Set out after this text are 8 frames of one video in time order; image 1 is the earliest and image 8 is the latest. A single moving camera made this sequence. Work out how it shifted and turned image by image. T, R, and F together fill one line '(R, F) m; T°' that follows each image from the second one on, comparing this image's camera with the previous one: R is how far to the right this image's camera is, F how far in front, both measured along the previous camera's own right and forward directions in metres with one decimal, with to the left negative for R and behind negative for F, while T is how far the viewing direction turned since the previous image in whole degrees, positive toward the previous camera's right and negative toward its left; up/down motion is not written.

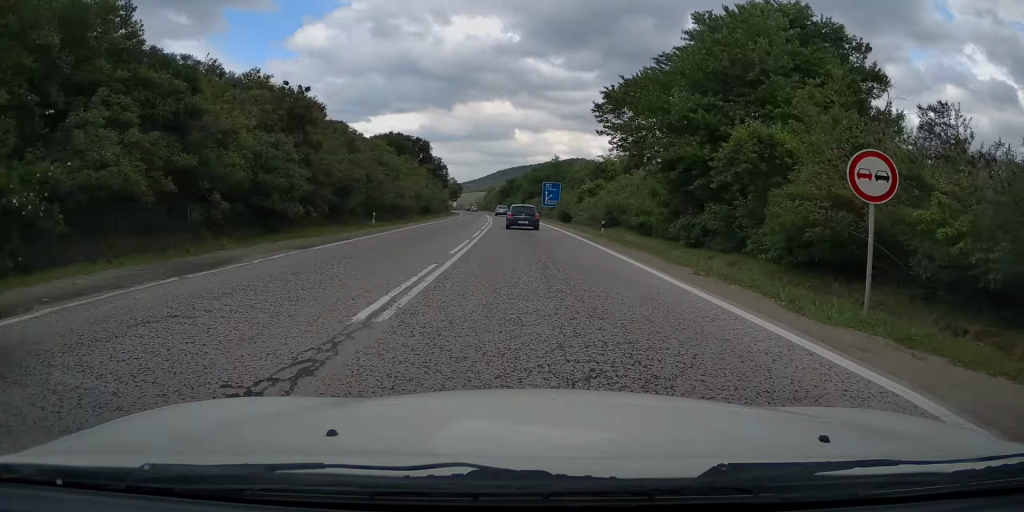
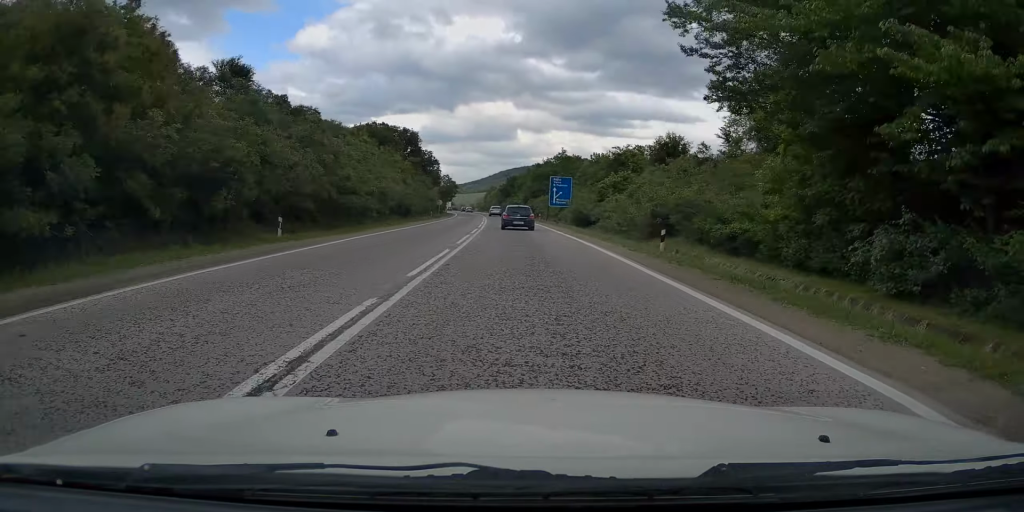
(-0.2, +13.4) m; -1°
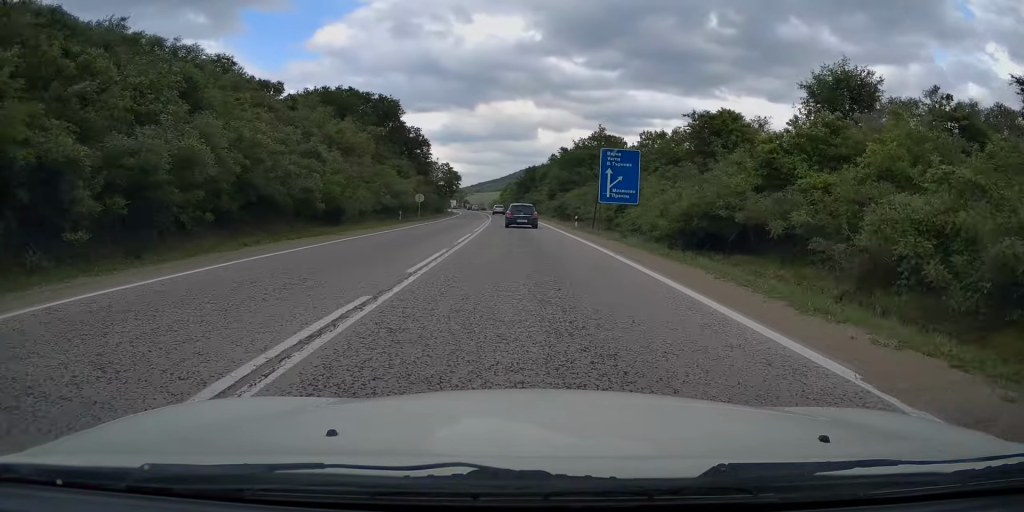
(-0.3, +26.6) m; -1°
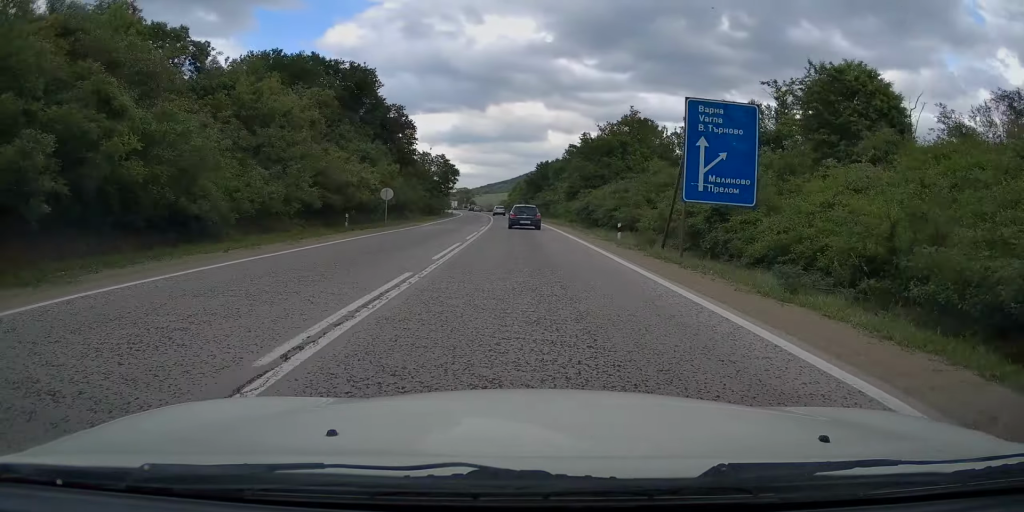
(0.0, +15.2) m; -1°
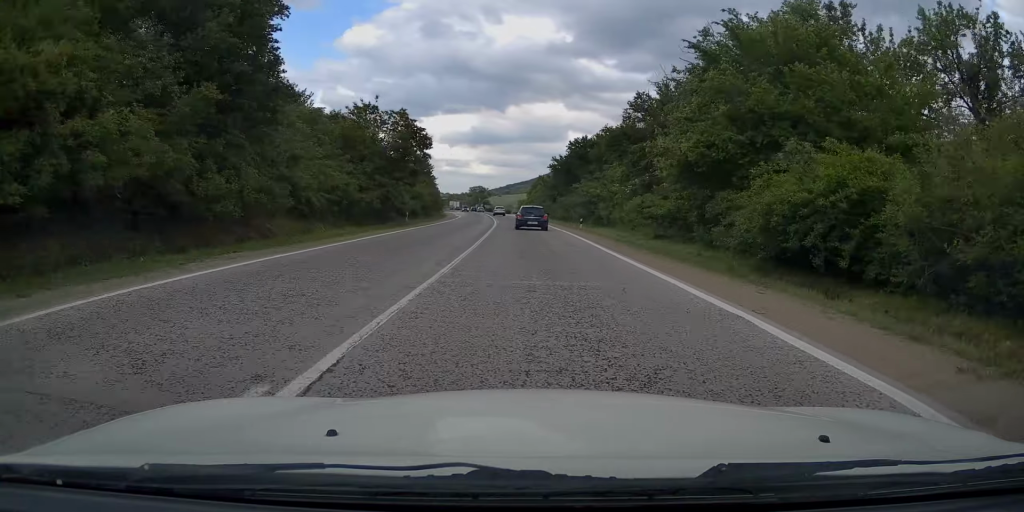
(-0.6, +33.4) m; -2°
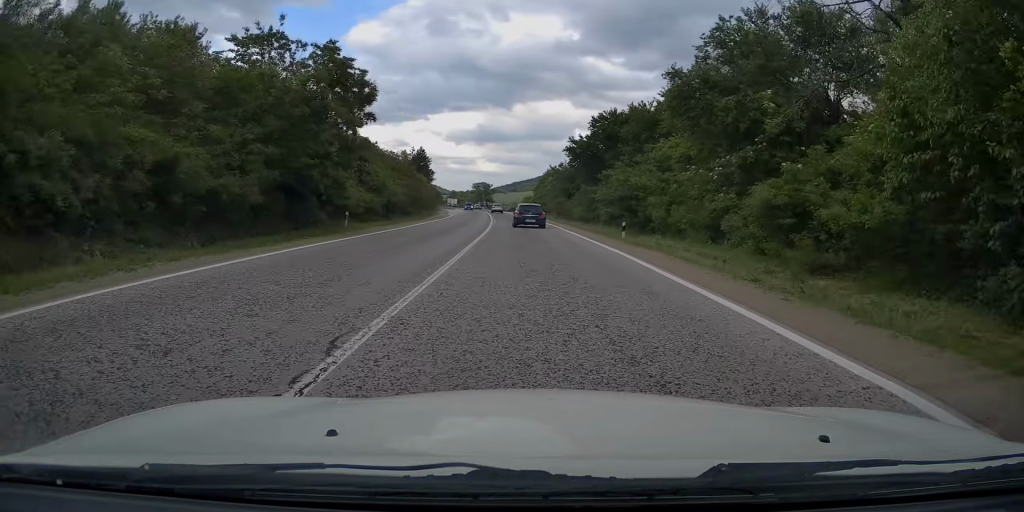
(0.0, +16.0) m; -1°
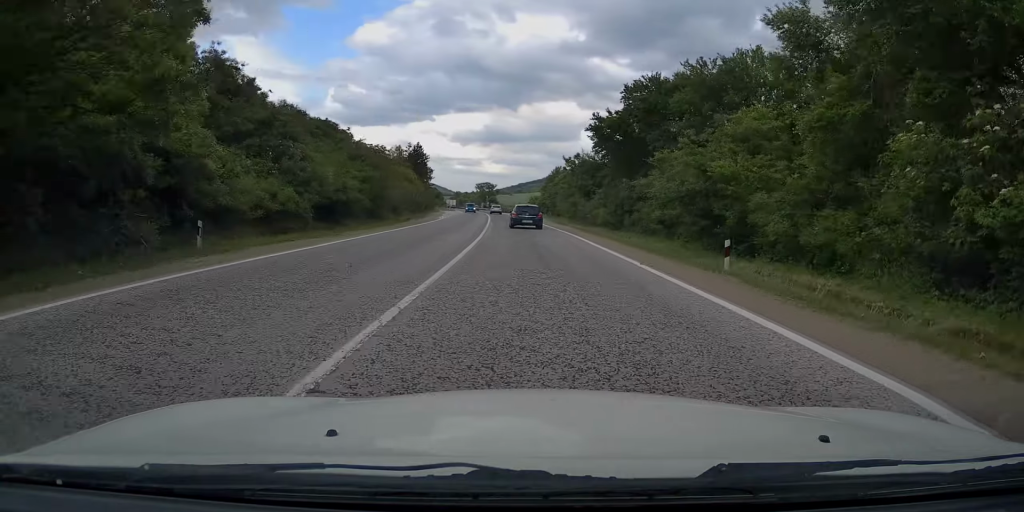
(-0.2, +13.3) m; -1°
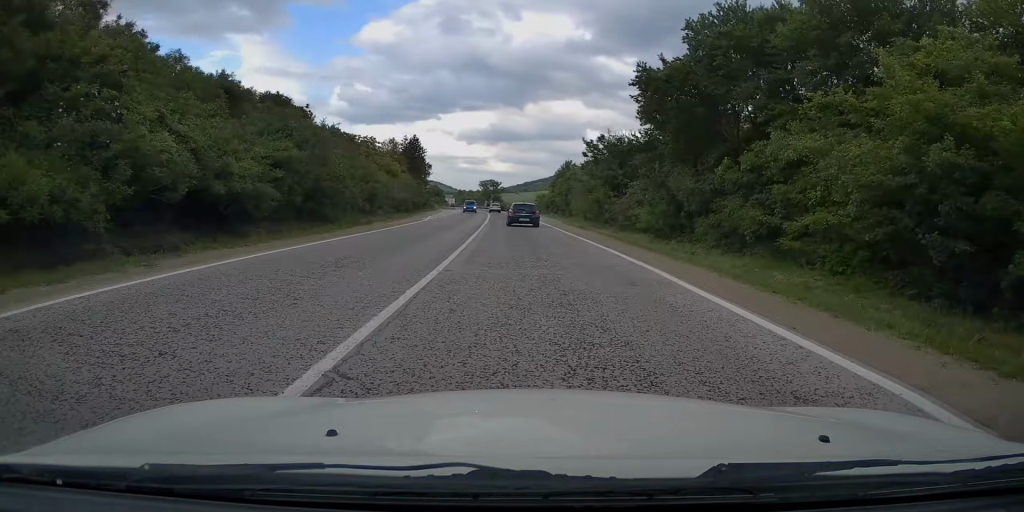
(-0.1, +12.6) m; -1°
